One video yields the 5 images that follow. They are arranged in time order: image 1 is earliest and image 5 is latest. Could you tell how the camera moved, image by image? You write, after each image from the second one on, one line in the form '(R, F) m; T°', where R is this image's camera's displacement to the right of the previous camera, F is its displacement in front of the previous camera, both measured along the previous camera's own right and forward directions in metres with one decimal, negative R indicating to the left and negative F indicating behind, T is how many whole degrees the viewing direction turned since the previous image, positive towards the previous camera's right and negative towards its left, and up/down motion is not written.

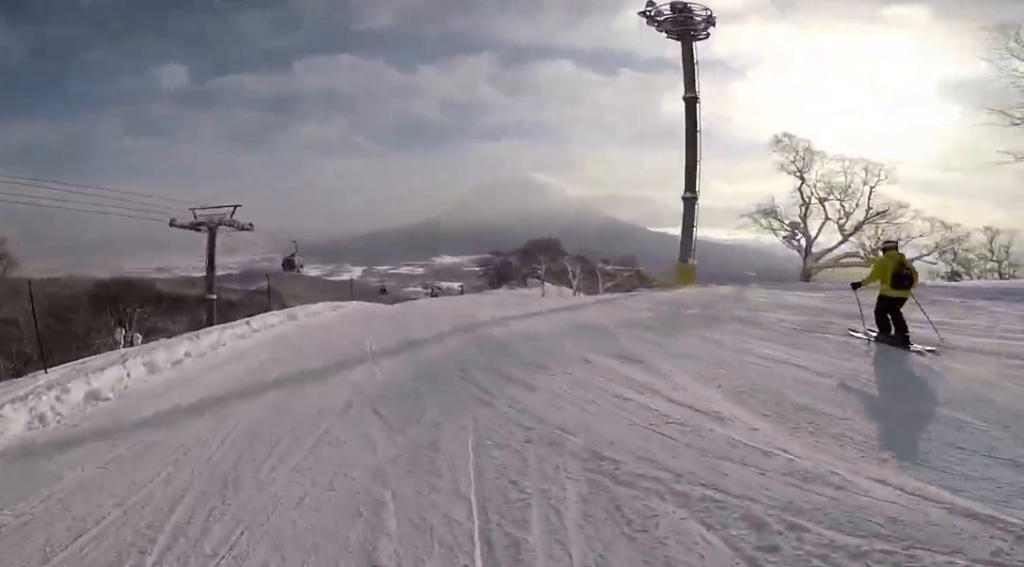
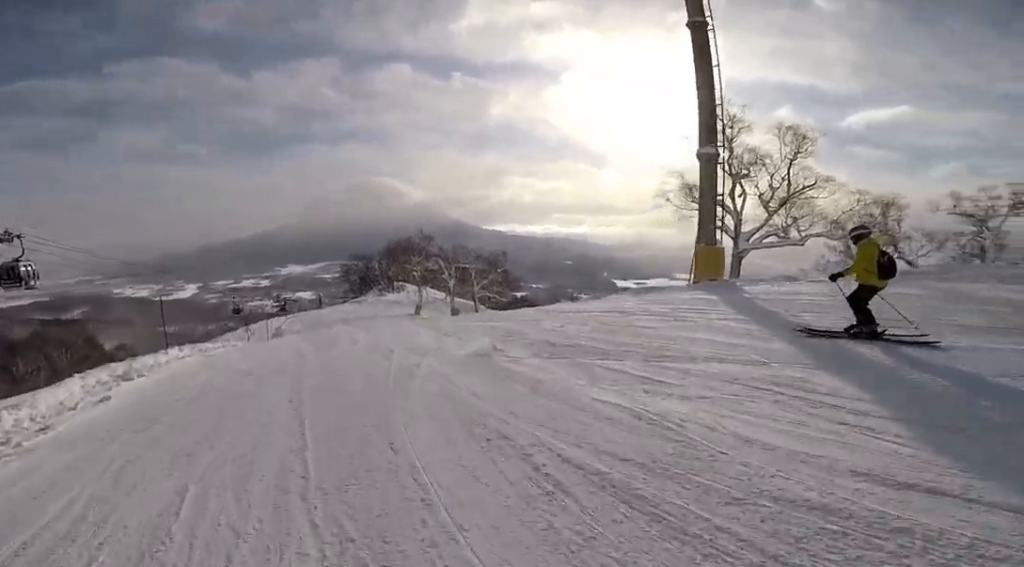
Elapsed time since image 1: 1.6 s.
(+1.3, +9.6) m; +15°
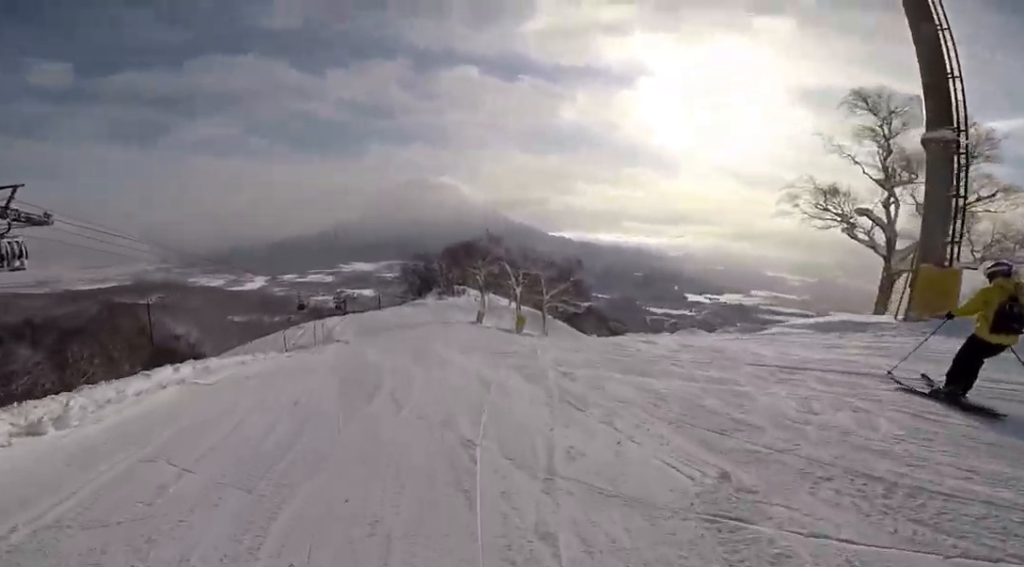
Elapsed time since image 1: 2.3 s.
(+0.4, +4.4) m; +3°
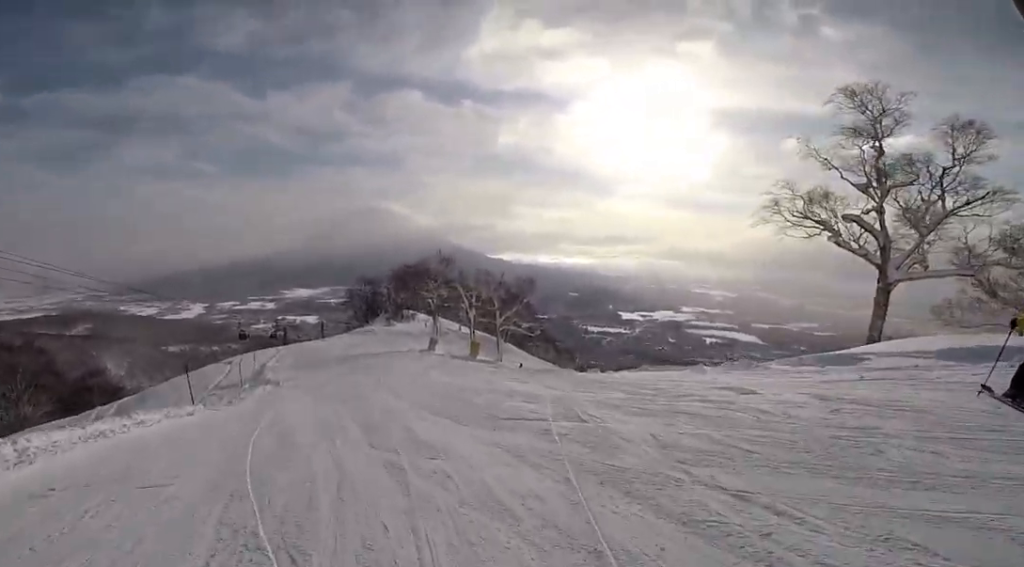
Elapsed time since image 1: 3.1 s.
(-0.7, +4.3) m; +4°
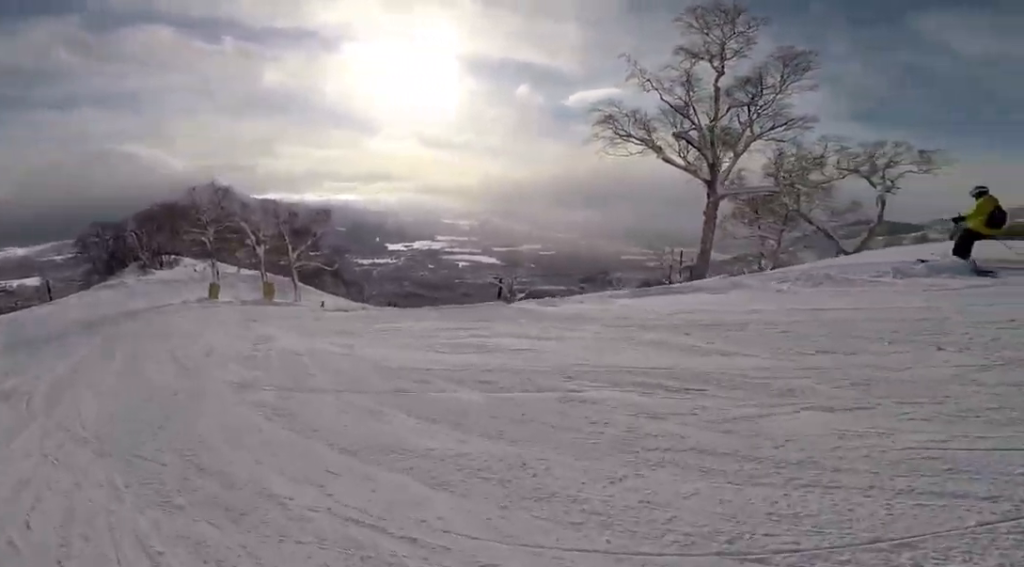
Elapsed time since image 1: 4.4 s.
(+1.5, +7.2) m; +10°
